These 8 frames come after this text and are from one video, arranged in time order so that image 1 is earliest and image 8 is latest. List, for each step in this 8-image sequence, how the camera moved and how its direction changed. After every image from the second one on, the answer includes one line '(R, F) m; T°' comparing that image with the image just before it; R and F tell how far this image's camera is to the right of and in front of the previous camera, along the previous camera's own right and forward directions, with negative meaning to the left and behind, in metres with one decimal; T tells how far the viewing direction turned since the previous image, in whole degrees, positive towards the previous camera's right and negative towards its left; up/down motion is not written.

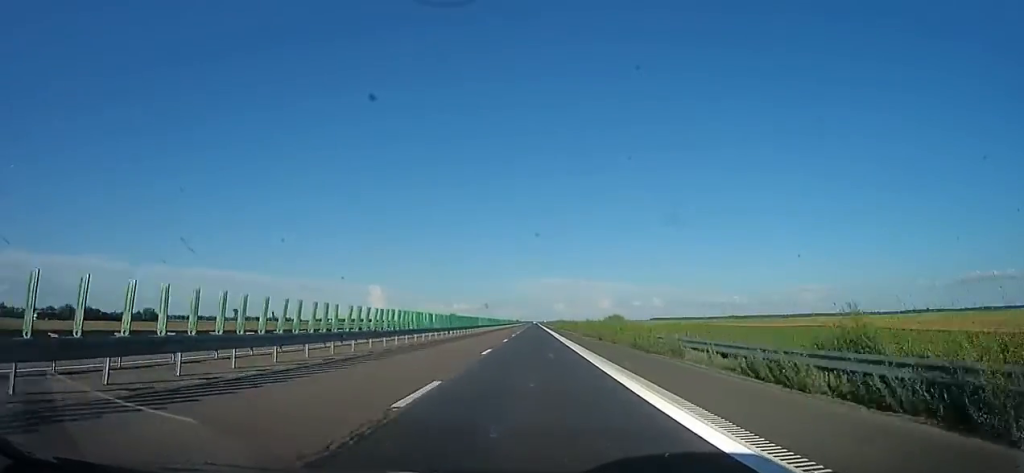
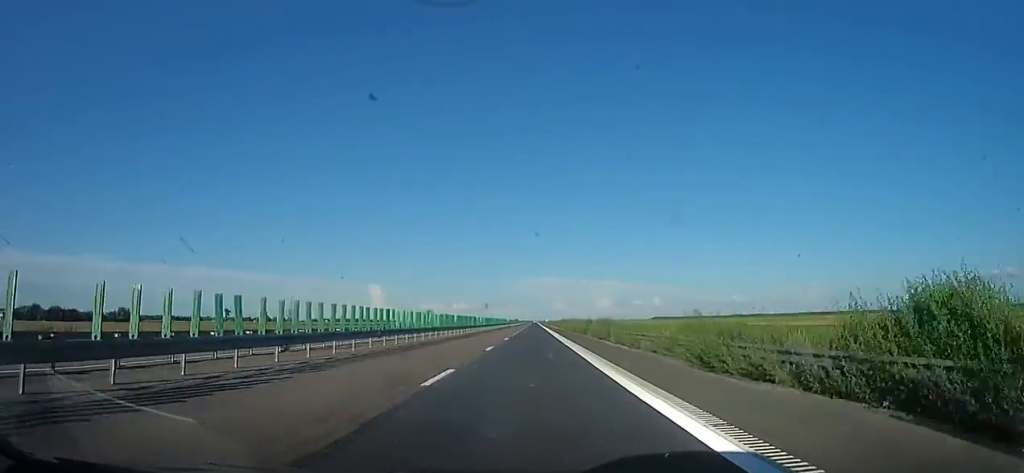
(0.0, +33.5) m; 0°
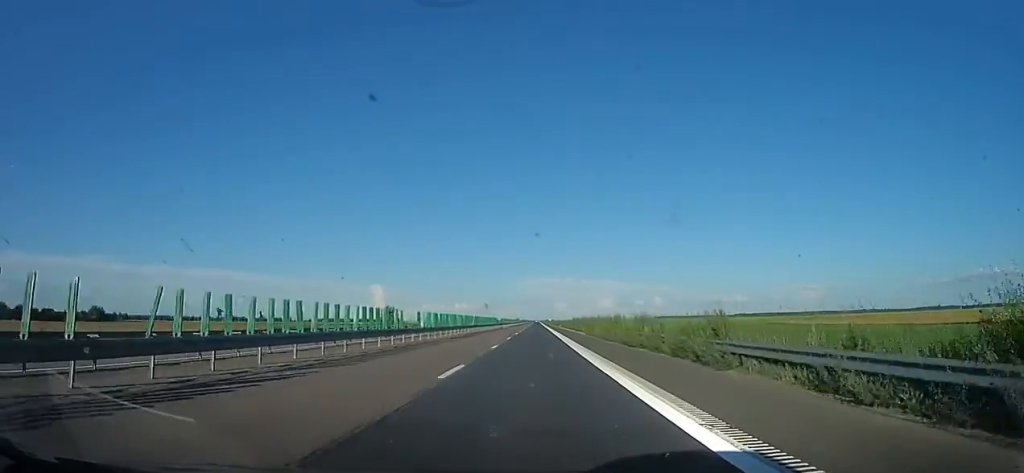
(0.0, +34.7) m; 0°
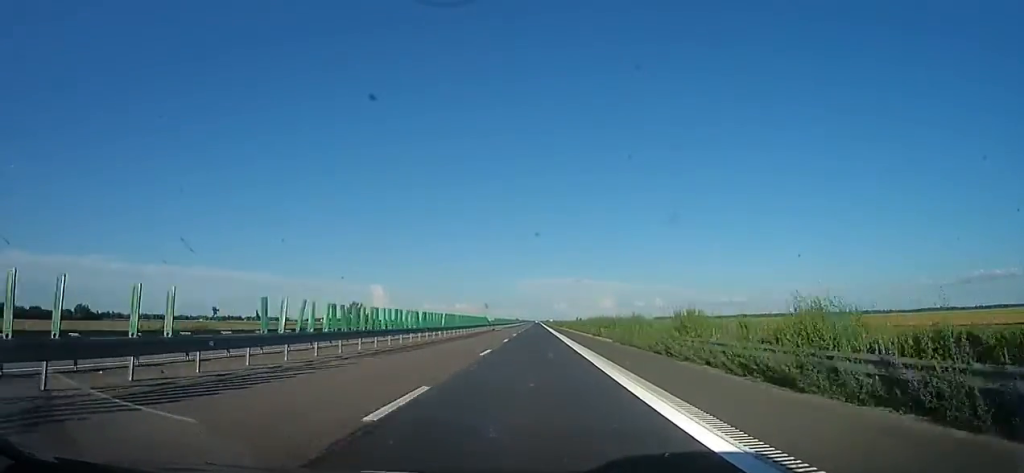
(0.0, +16.5) m; 0°
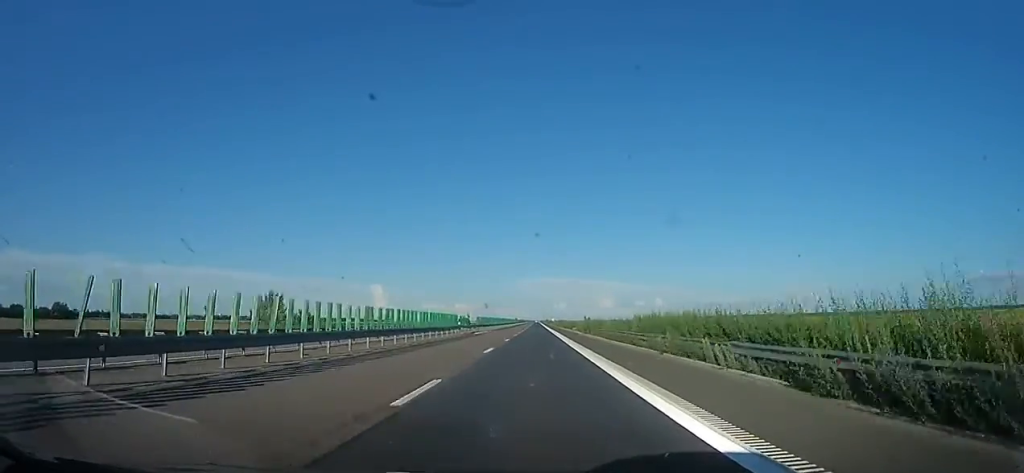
(0.0, +23.0) m; 0°
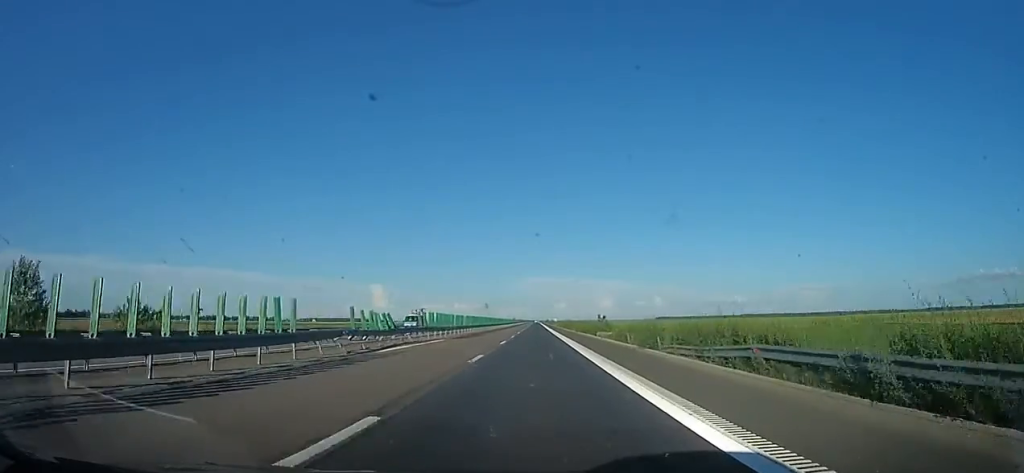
(0.0, +28.3) m; 0°
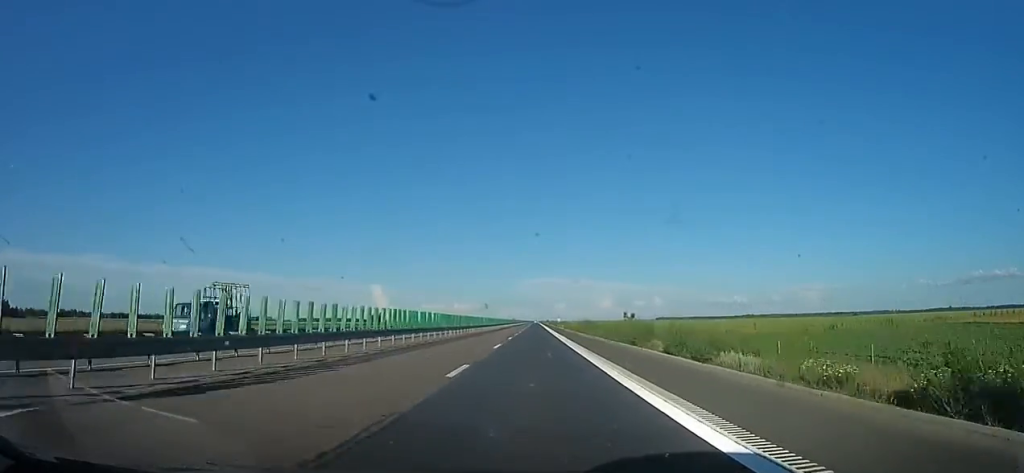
(0.0, +27.8) m; 0°
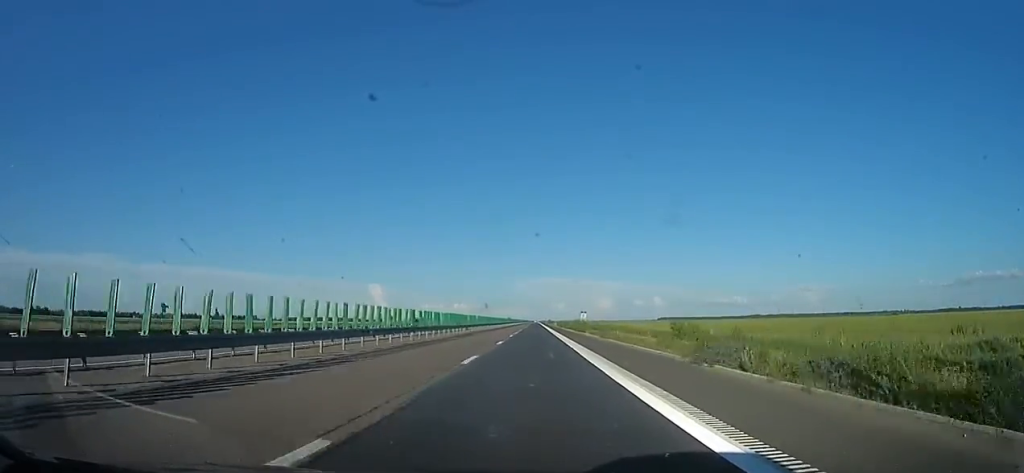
(0.0, +70.0) m; 0°
